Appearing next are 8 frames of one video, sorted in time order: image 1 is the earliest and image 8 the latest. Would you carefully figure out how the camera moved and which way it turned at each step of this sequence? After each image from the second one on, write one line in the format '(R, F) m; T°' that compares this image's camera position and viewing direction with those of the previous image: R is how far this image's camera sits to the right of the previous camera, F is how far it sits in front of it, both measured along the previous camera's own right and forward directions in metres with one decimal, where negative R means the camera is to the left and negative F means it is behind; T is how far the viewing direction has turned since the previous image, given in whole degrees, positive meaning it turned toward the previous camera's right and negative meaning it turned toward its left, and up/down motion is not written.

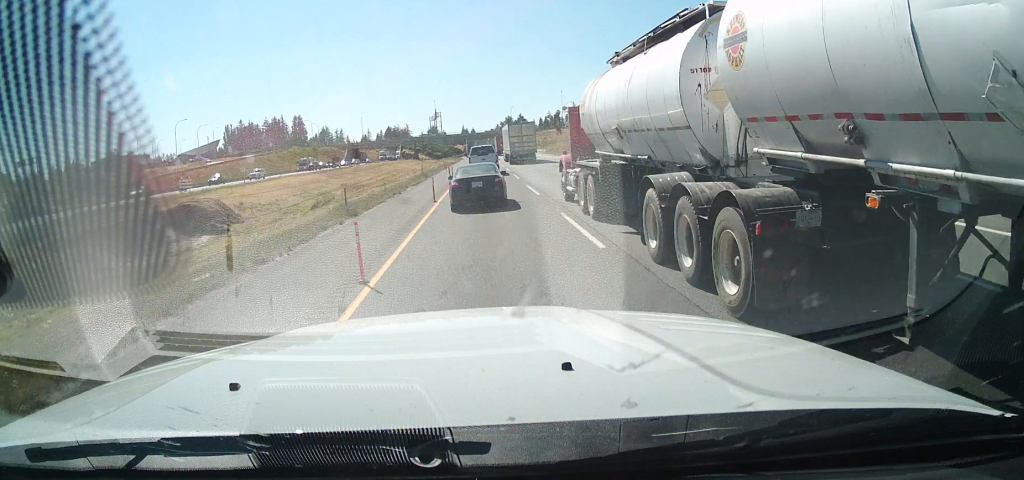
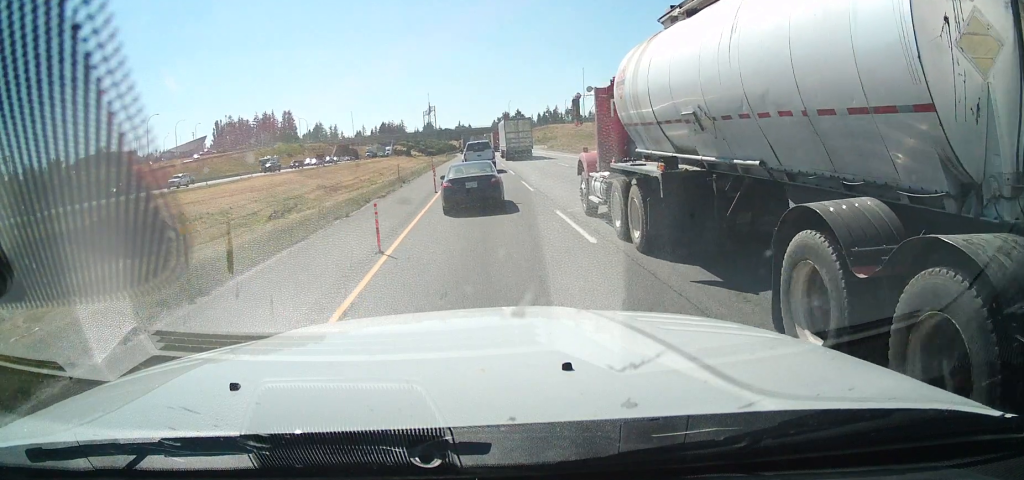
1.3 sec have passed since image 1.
(+0.2, +11.0) m; +1°
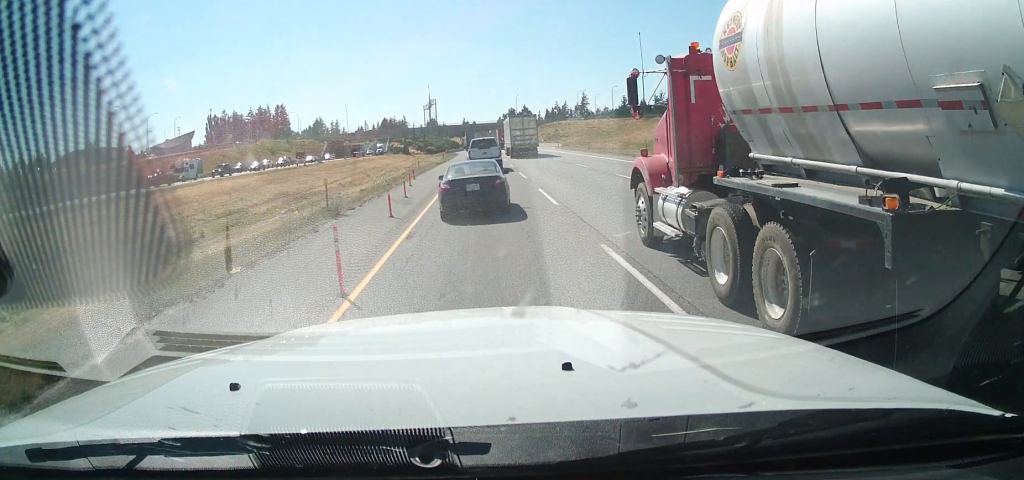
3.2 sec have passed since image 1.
(0.0, +19.1) m; 0°
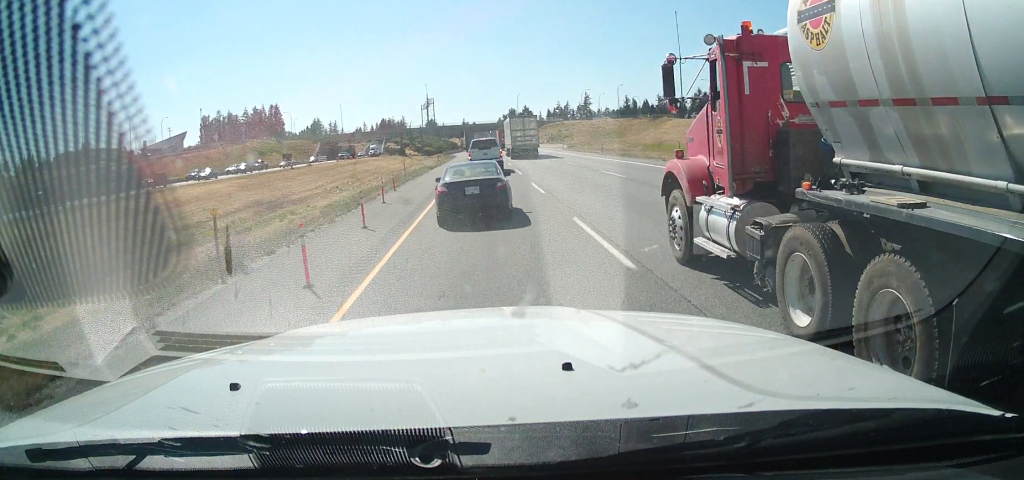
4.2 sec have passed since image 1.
(0.0, +9.1) m; -1°
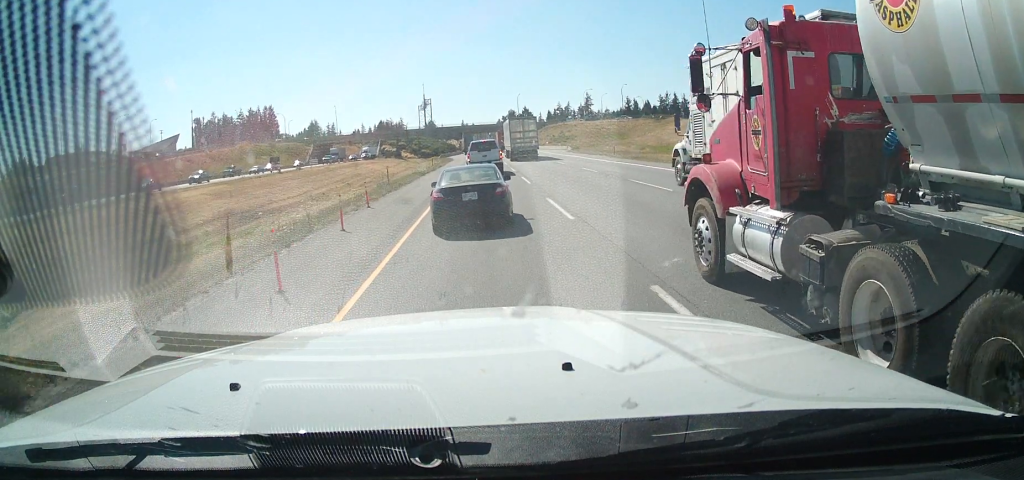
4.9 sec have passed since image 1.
(-0.1, +7.3) m; -1°
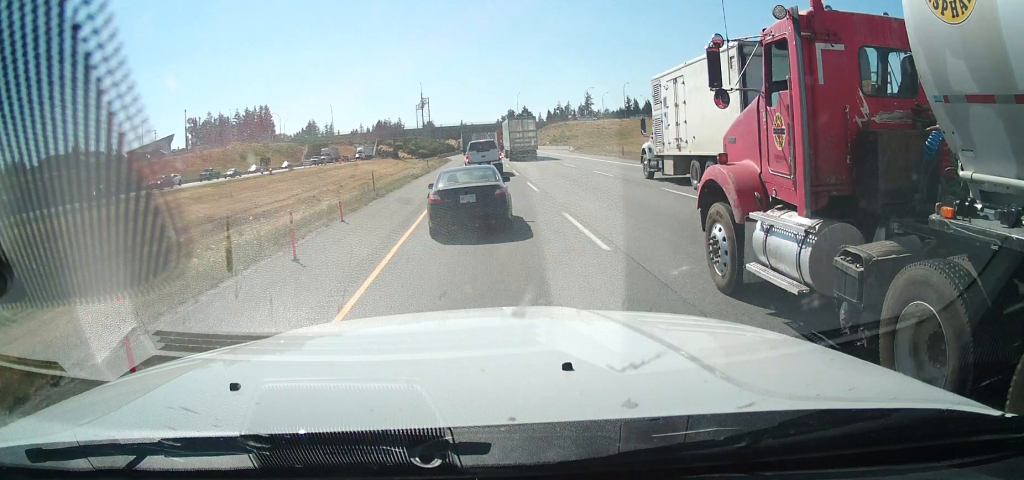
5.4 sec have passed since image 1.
(0.0, +4.7) m; 0°
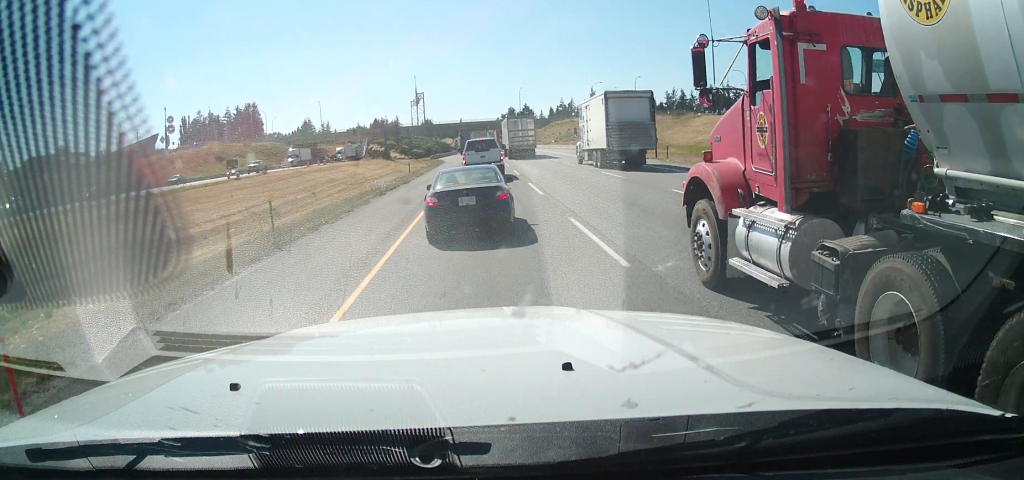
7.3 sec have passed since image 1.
(+0.5, +15.9) m; 0°
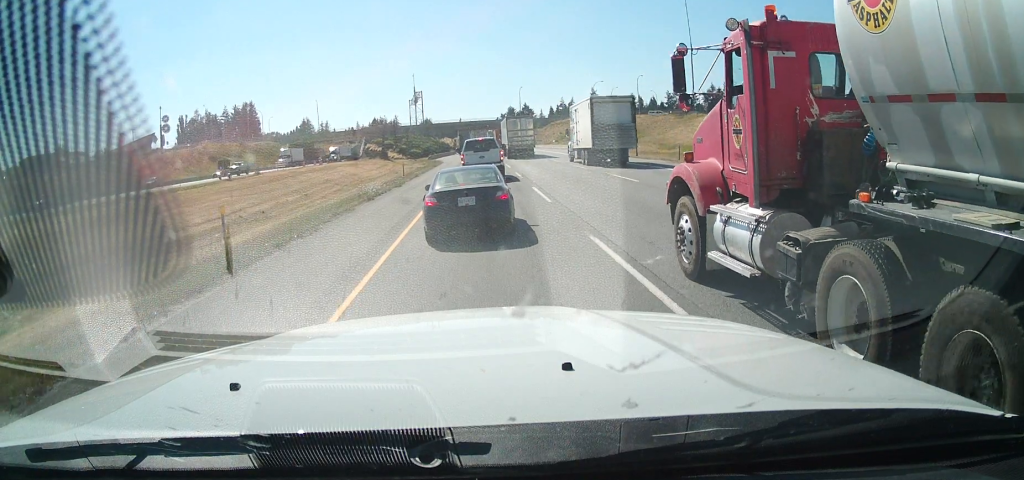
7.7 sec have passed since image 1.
(-0.1, +3.2) m; -1°
